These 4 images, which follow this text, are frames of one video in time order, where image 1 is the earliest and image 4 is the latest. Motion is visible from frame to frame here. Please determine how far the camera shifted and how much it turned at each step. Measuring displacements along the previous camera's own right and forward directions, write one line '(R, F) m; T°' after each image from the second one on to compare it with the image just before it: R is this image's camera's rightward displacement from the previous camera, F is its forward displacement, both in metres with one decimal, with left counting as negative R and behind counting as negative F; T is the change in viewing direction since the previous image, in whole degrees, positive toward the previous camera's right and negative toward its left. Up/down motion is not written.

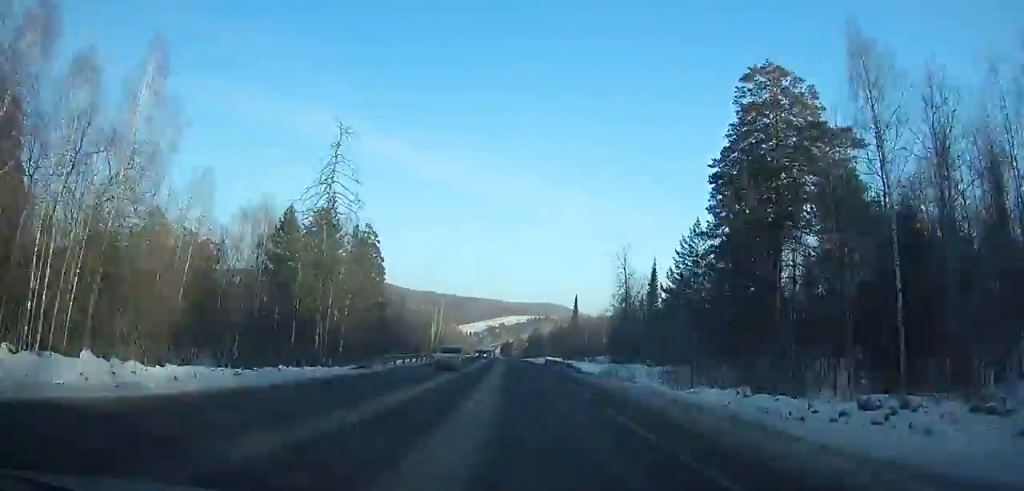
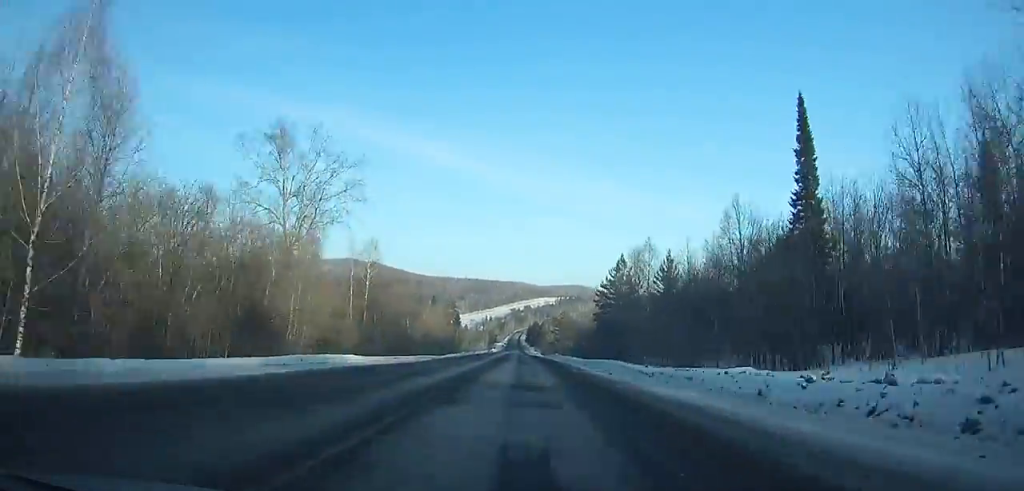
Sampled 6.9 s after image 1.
(-4.5, +158.9) m; -2°
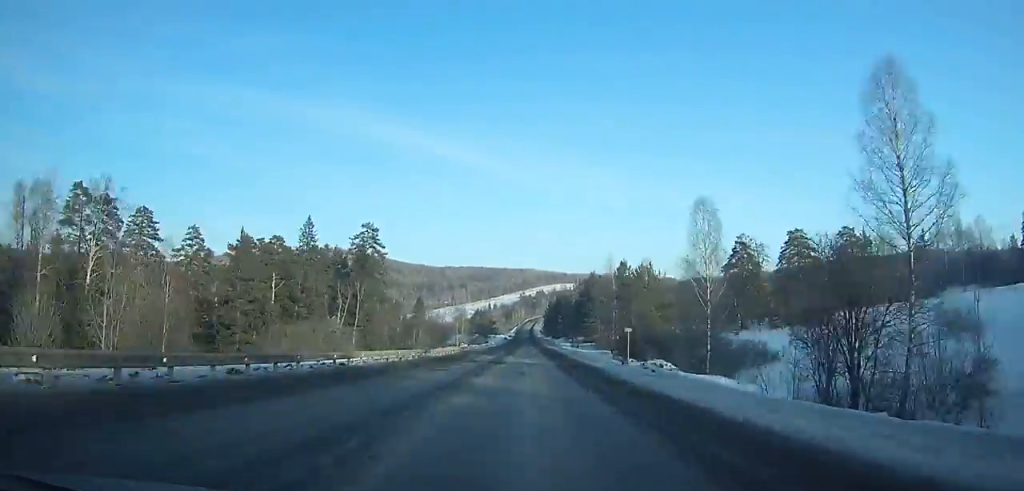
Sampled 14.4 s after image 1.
(-2.2, +180.2) m; 0°
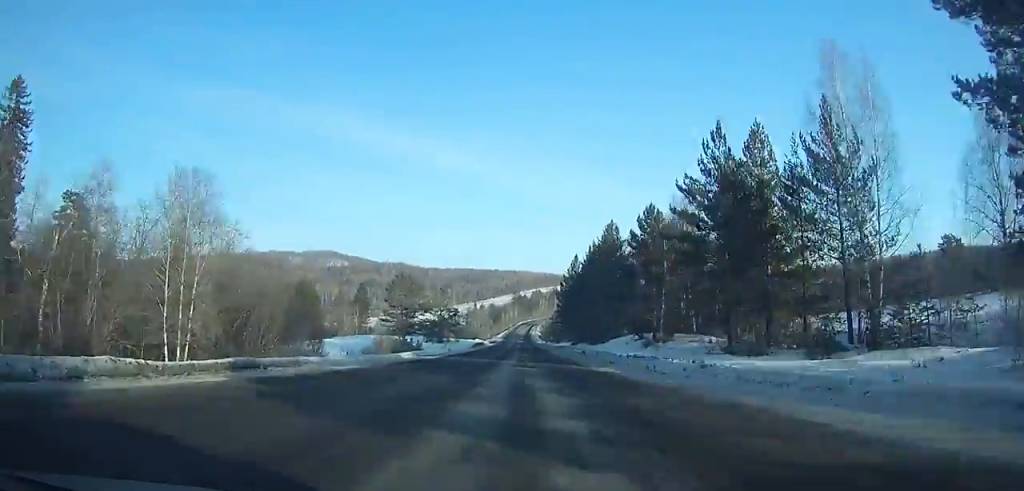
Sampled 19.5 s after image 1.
(+0.8, +125.3) m; 0°
